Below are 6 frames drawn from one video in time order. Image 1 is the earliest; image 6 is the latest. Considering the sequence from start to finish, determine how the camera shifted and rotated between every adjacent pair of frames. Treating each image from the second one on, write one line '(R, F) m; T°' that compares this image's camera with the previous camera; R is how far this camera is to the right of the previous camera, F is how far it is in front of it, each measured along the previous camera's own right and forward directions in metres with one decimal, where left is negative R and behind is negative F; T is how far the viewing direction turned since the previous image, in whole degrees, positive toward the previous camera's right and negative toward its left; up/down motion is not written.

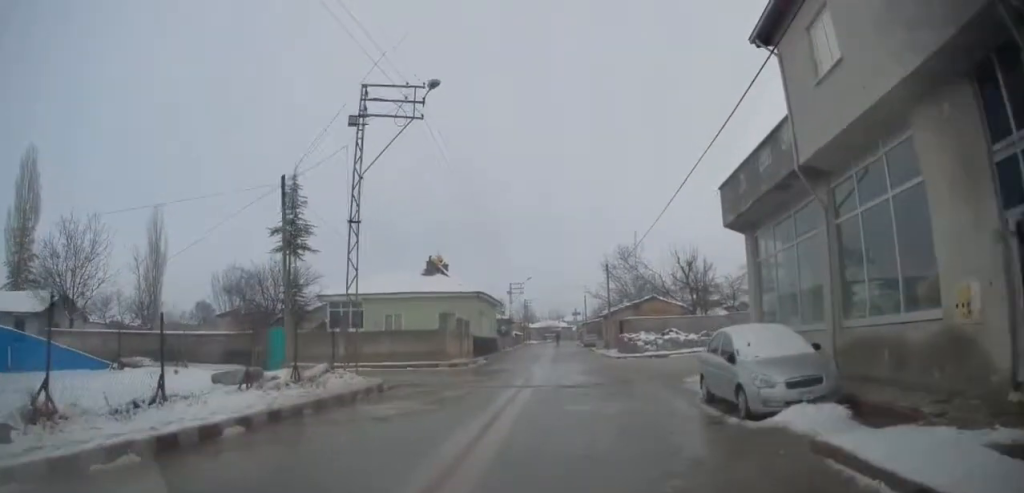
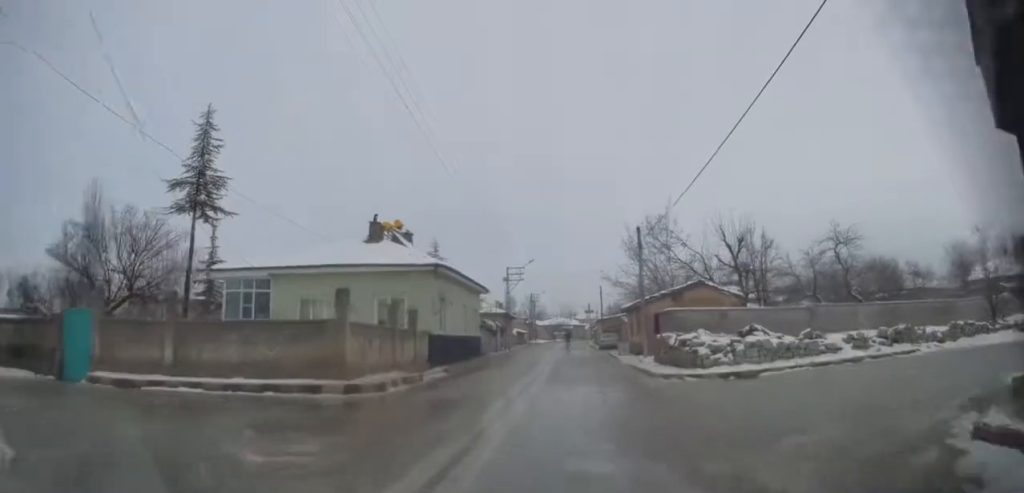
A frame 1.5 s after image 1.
(-0.1, +15.4) m; 0°
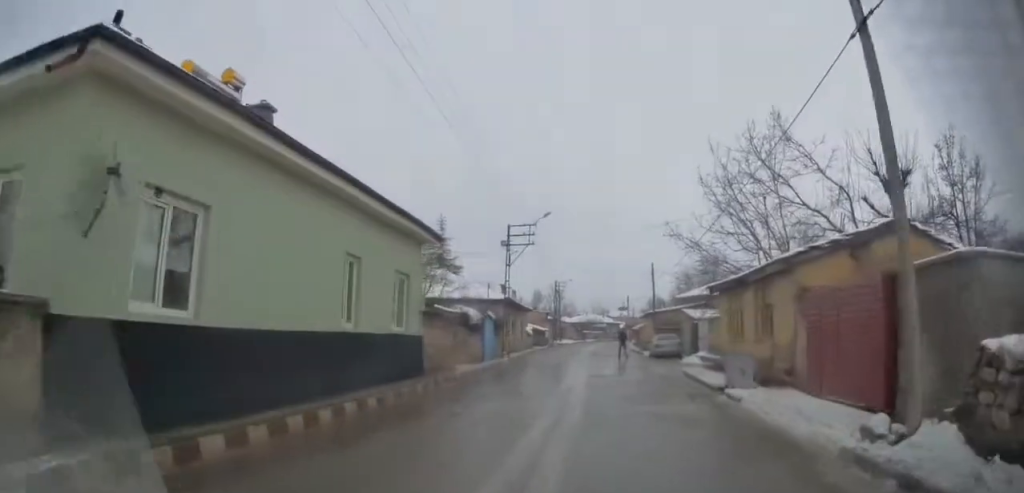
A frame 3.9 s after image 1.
(0.0, +23.1) m; -3°
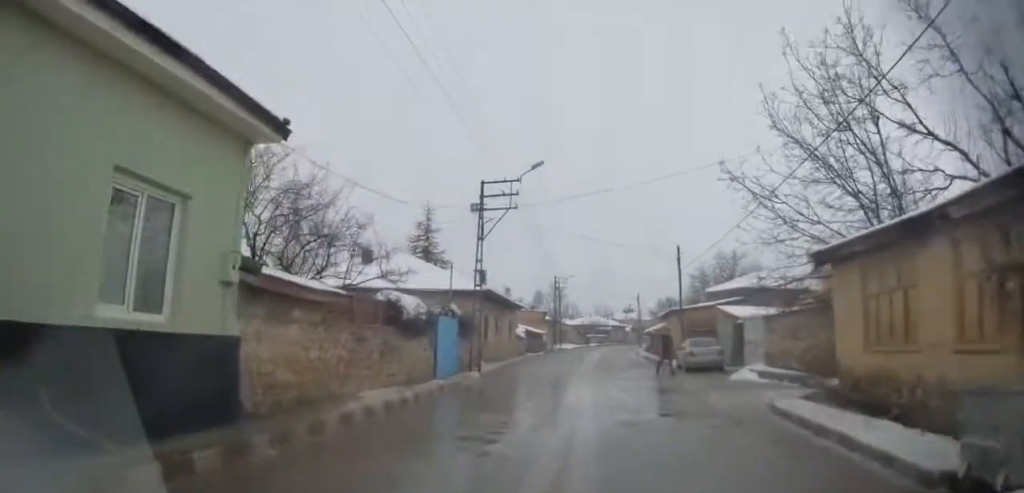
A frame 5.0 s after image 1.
(-0.3, +10.4) m; -1°
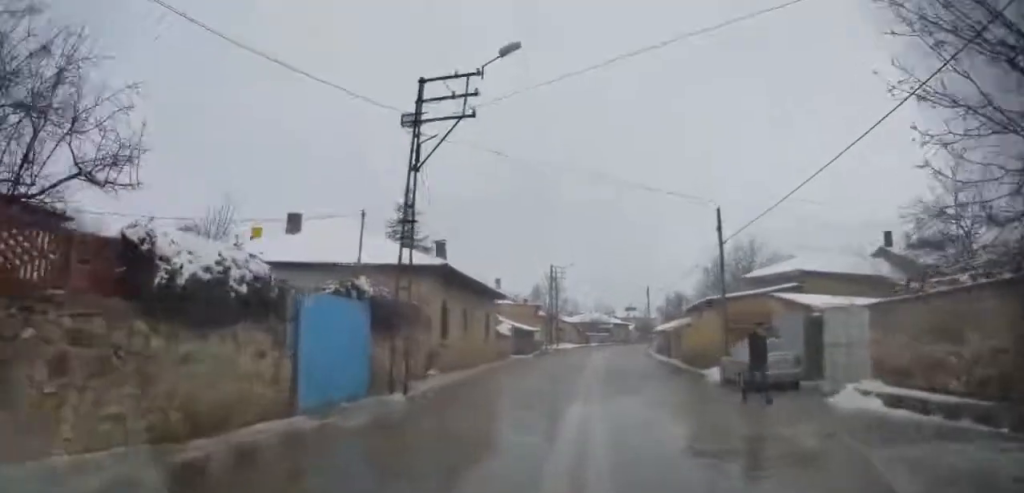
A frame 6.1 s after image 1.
(+0.2, +9.8) m; +1°
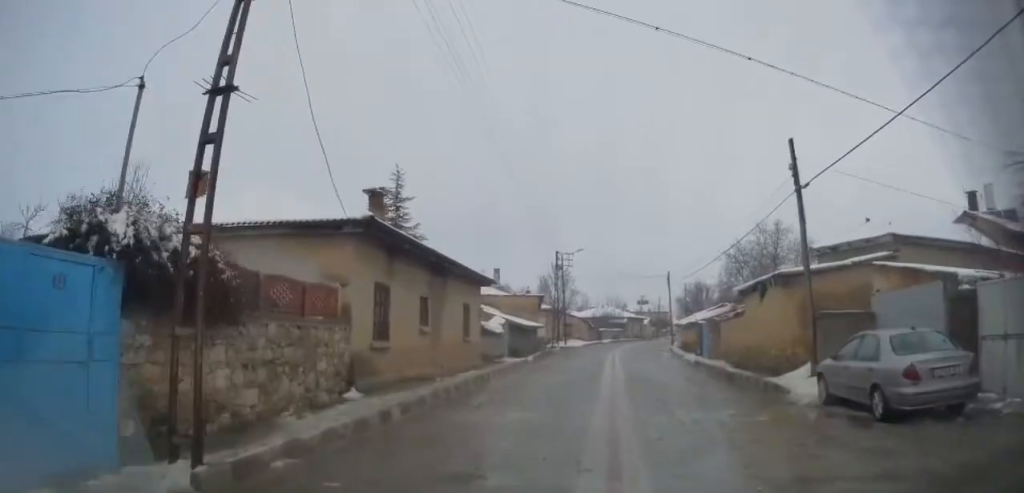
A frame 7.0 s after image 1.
(0.0, +7.7) m; -1°
